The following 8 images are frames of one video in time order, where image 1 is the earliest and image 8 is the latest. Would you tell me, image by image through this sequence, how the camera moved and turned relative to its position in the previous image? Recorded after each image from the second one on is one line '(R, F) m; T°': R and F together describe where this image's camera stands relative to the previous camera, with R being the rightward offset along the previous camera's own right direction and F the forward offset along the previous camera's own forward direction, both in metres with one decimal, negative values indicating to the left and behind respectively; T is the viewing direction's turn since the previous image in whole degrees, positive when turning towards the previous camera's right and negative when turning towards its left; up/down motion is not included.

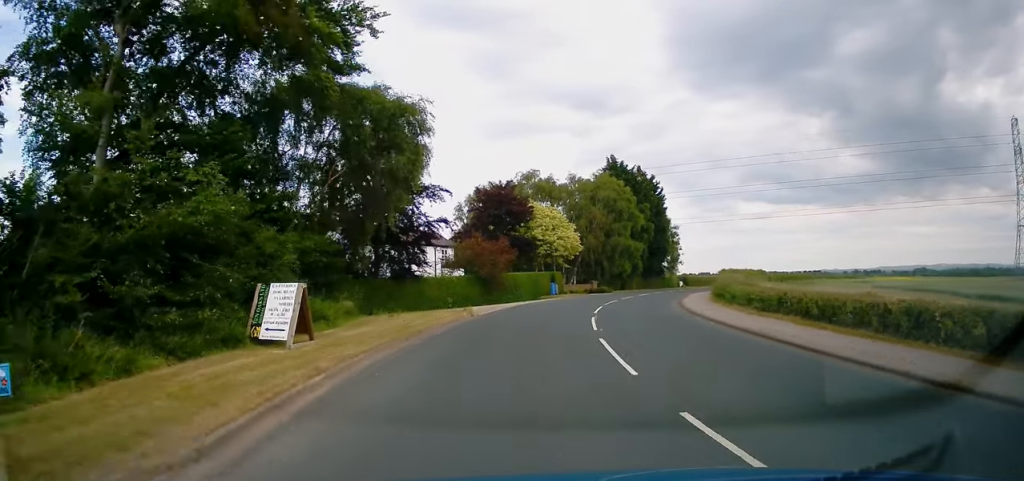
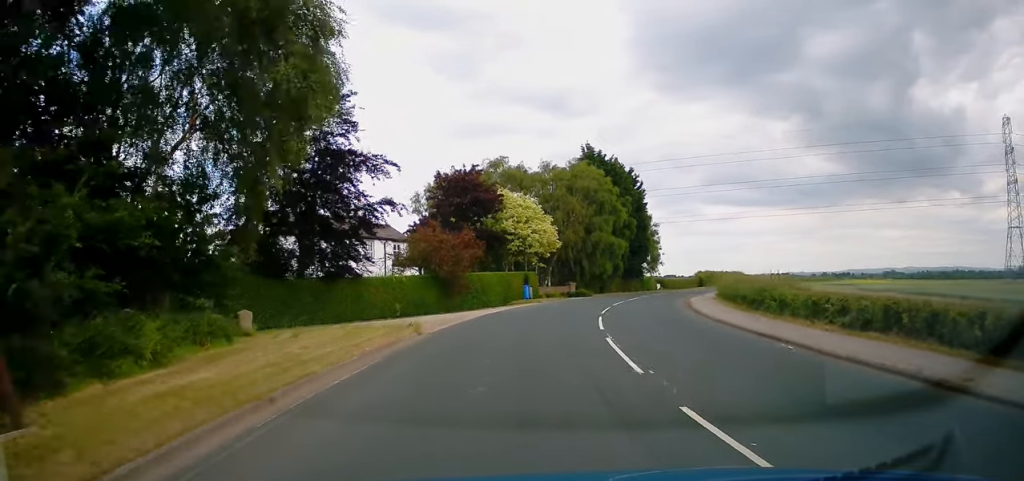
(+0.2, +8.4) m; +3°
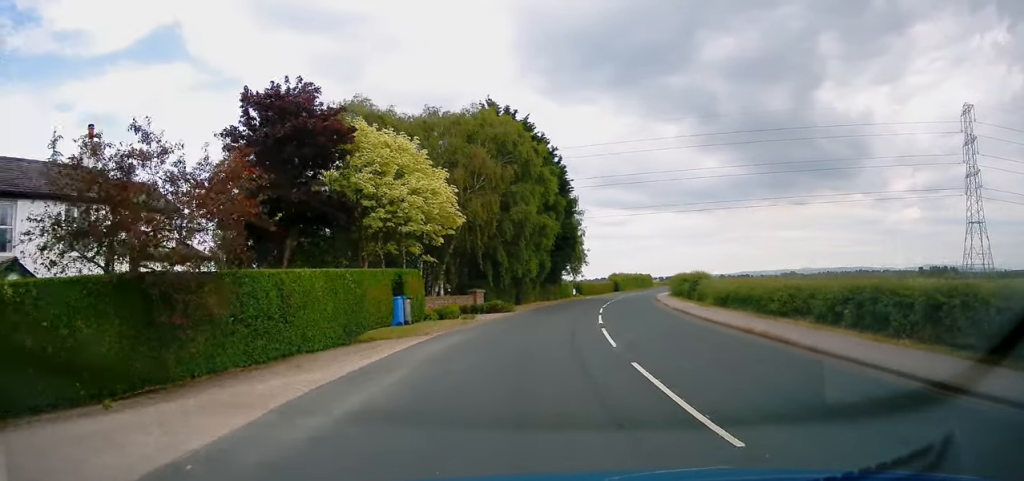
(+1.7, +21.1) m; +9°
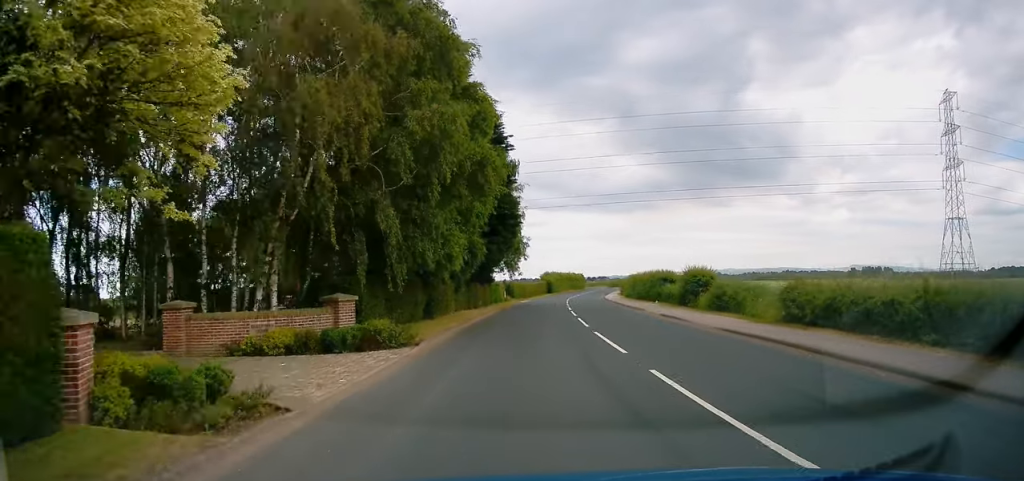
(+1.0, +18.4) m; +9°
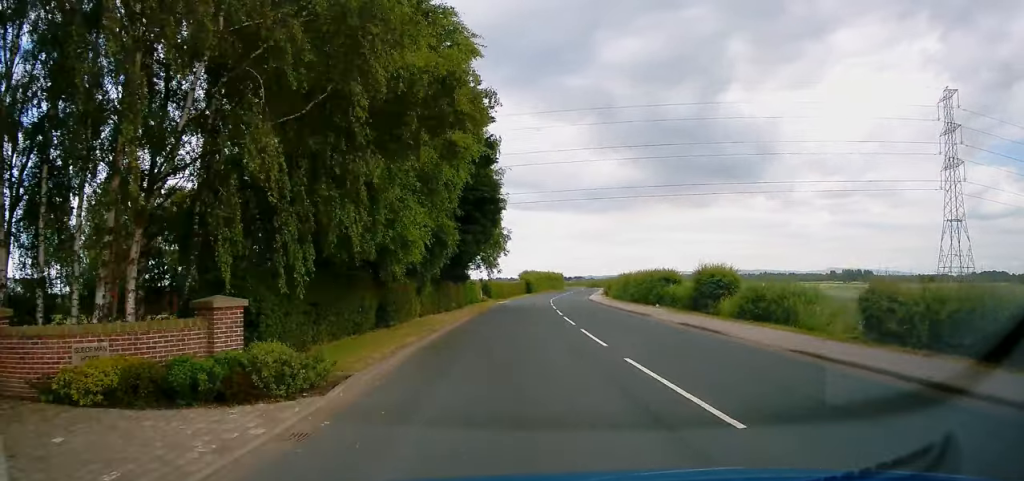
(+0.5, +6.7) m; +2°
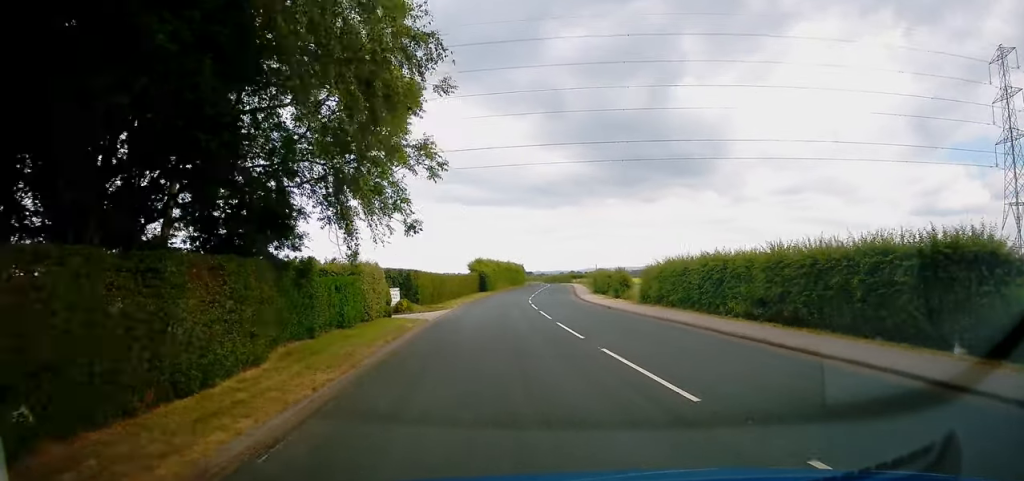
(+1.9, +32.6) m; +4°
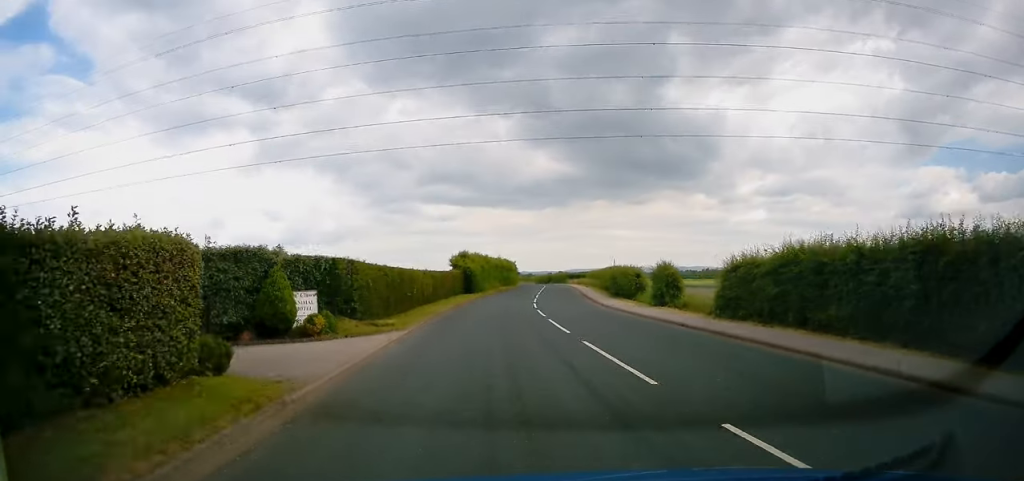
(+0.2, +15.7) m; +1°
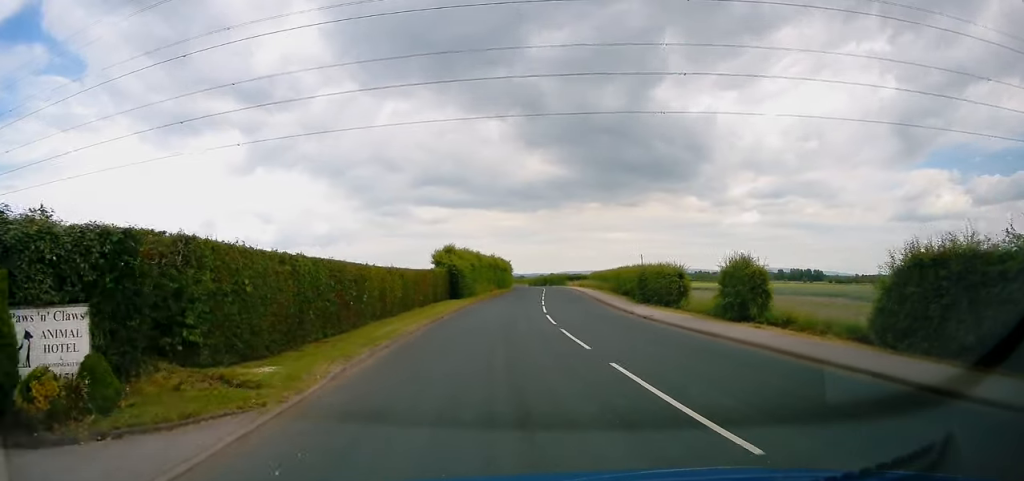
(+0.2, +12.3) m; +1°
